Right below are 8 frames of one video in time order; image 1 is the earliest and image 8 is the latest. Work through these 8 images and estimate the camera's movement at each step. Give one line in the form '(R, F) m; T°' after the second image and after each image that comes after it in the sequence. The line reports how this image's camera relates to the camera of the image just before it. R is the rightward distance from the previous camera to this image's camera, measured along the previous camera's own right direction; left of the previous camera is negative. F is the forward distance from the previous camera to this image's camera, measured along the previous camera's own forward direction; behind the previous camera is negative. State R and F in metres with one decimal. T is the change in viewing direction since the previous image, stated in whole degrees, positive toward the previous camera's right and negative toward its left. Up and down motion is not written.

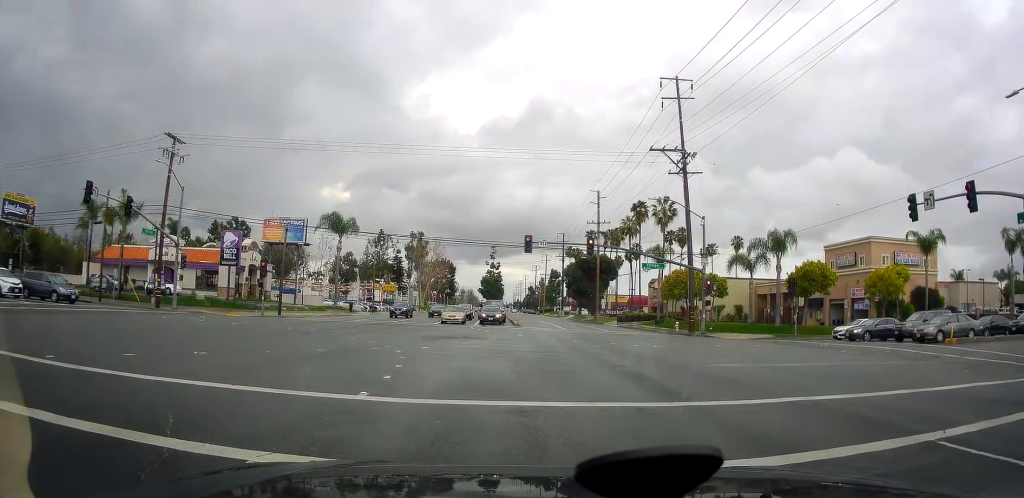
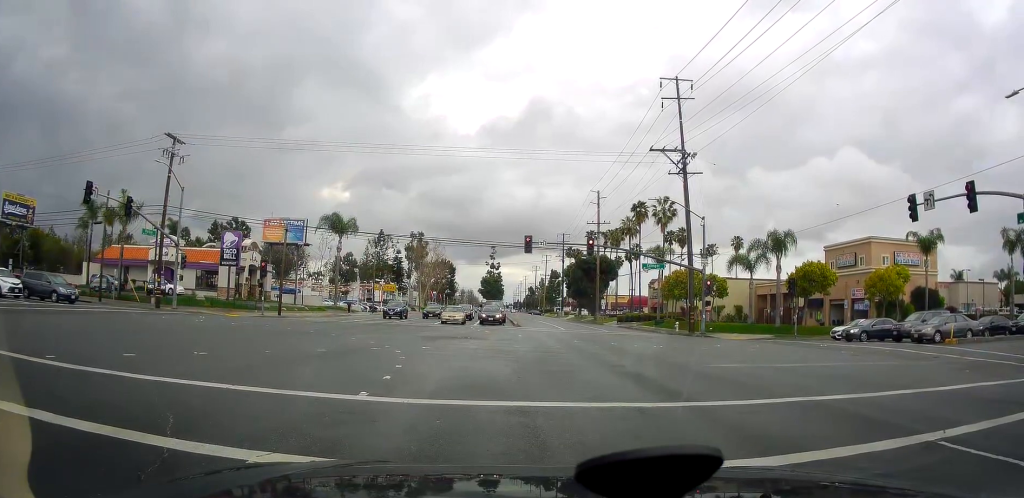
(+0.1, -0.2) m; 0°
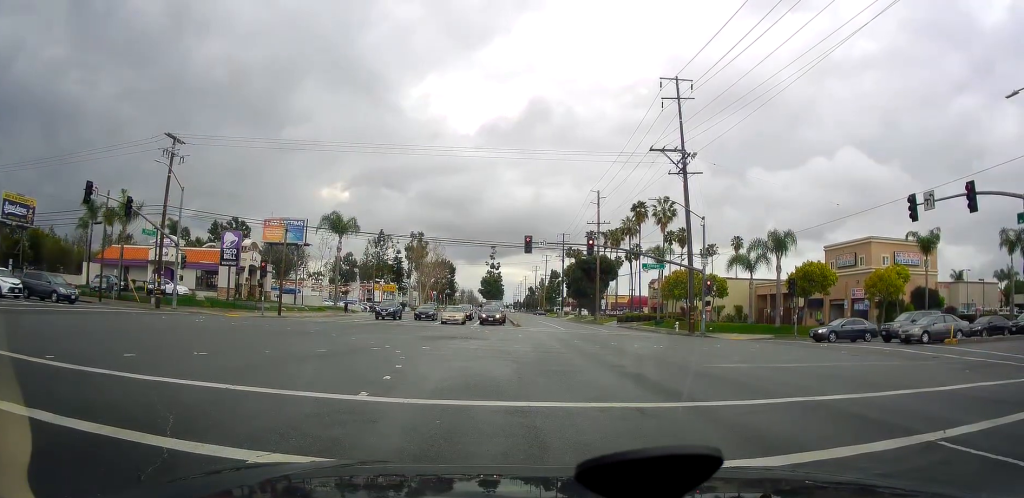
(0.0, 0.0) m; 0°
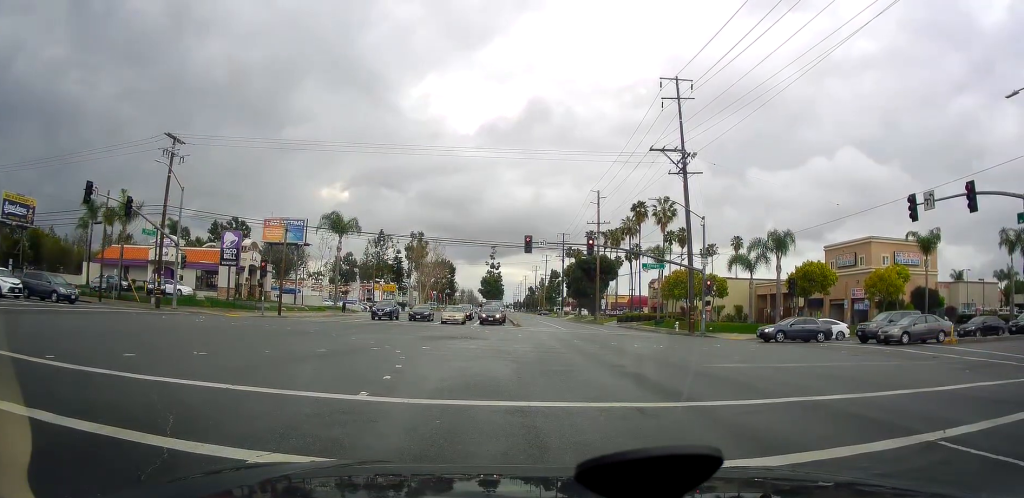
(0.0, 0.0) m; 0°
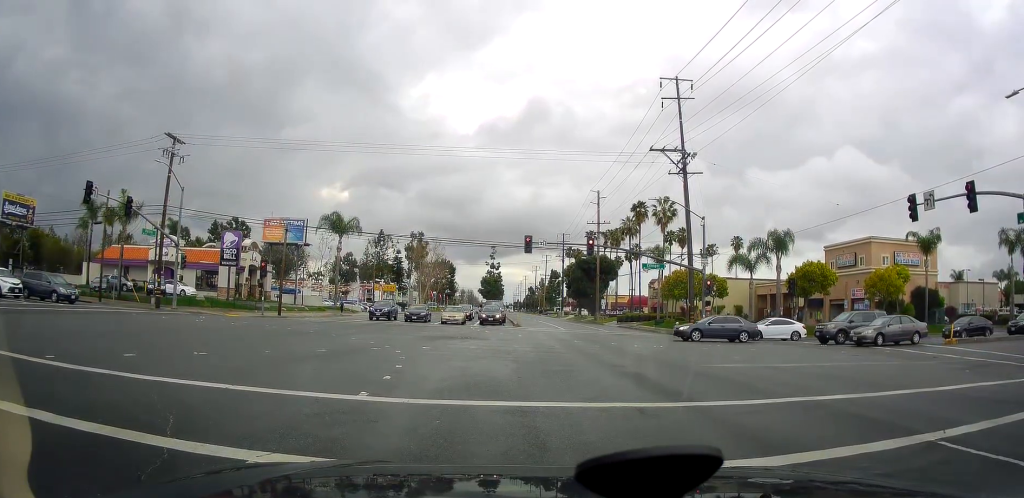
(0.0, 0.0) m; 0°
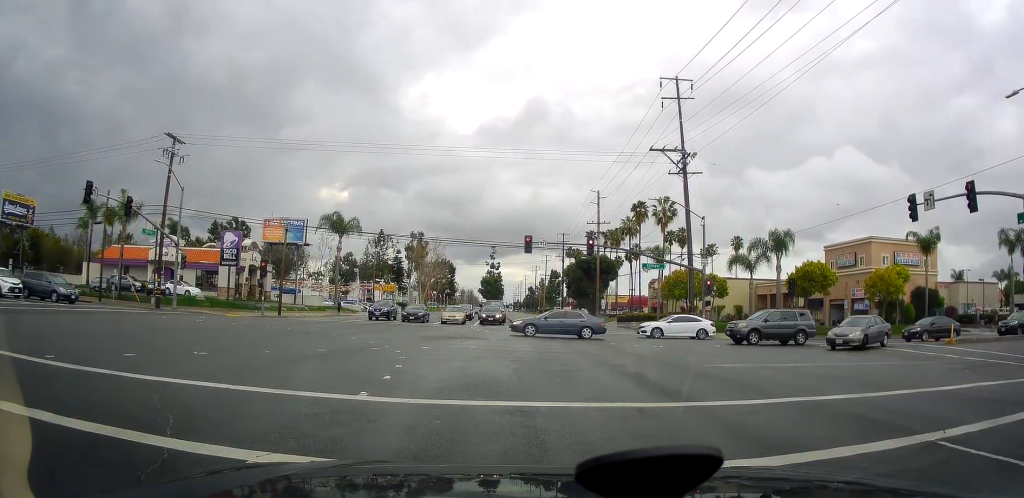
(0.0, 0.0) m; 0°
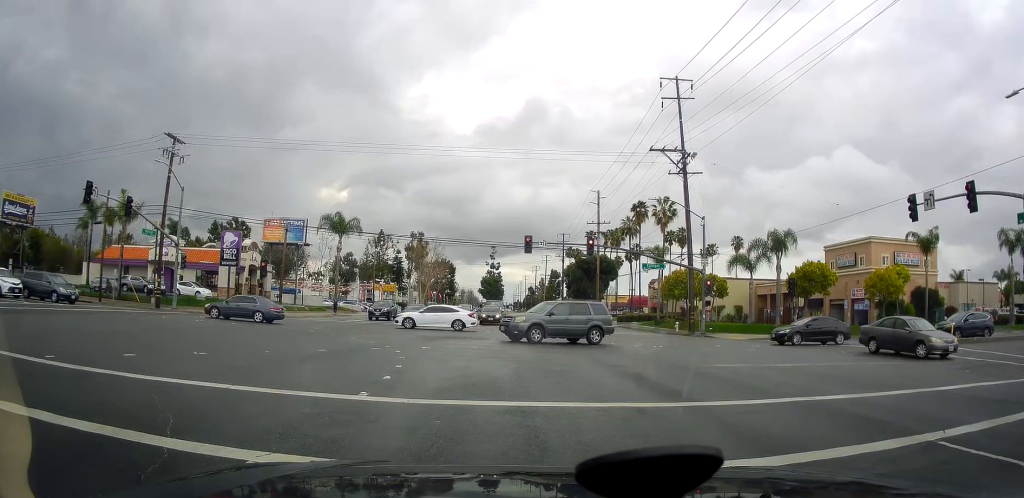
(0.0, 0.0) m; 0°
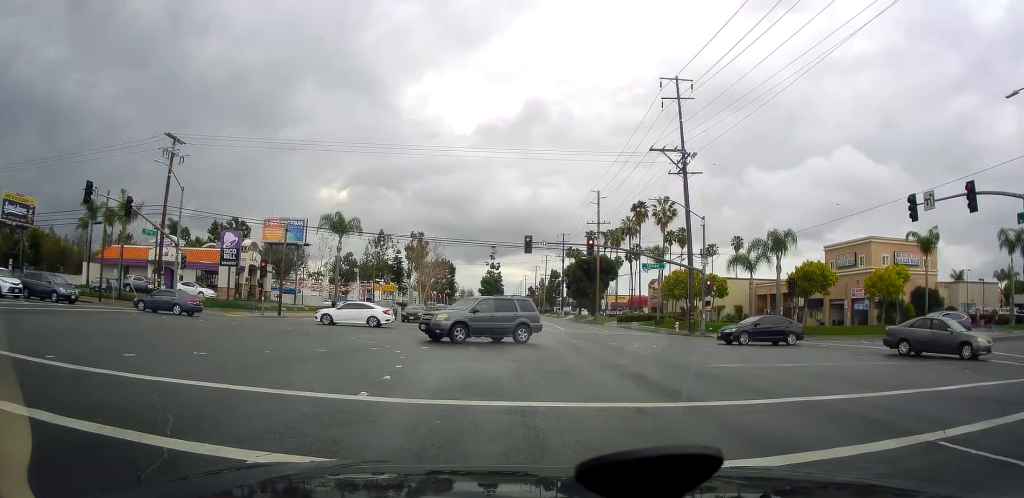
(0.0, 0.0) m; 0°
